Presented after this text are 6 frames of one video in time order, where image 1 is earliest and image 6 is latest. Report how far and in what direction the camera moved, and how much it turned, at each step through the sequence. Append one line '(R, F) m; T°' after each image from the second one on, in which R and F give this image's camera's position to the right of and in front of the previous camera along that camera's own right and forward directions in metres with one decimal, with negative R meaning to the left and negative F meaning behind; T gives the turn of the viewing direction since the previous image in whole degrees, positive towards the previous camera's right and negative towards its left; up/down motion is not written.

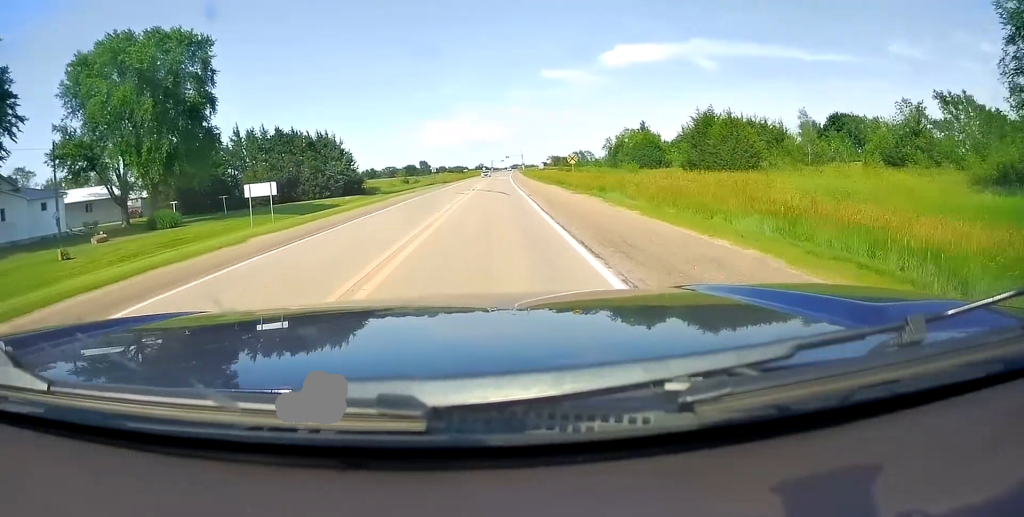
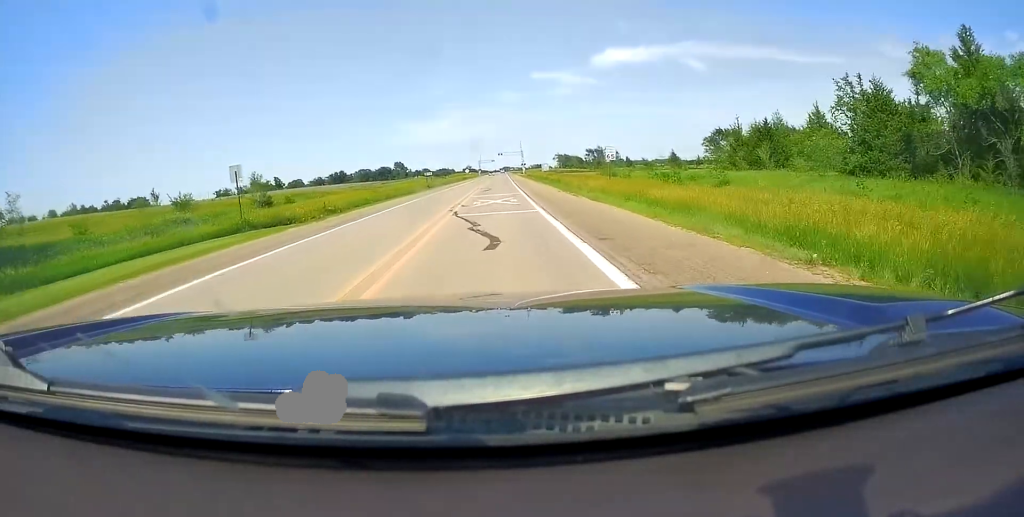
(+0.9, +74.1) m; +2°
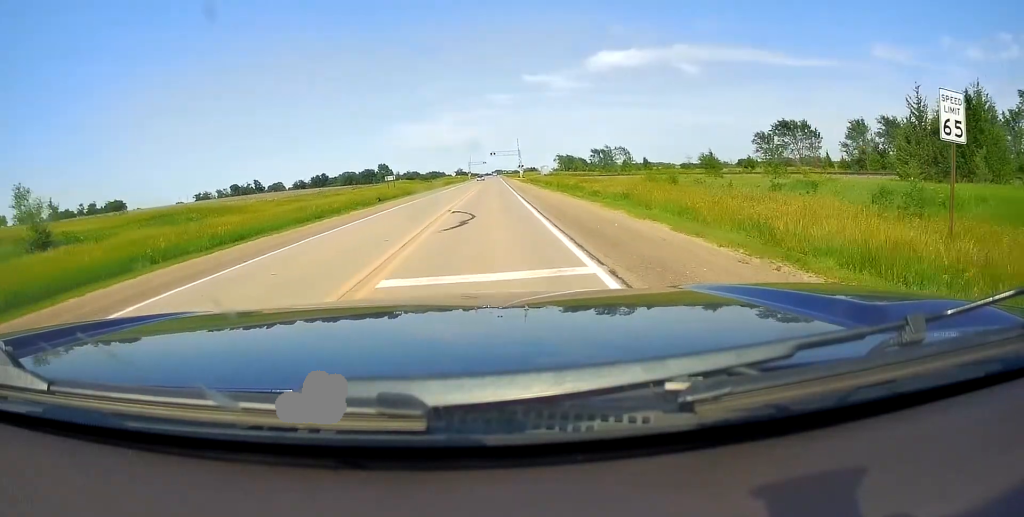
(0.0, +27.8) m; 0°
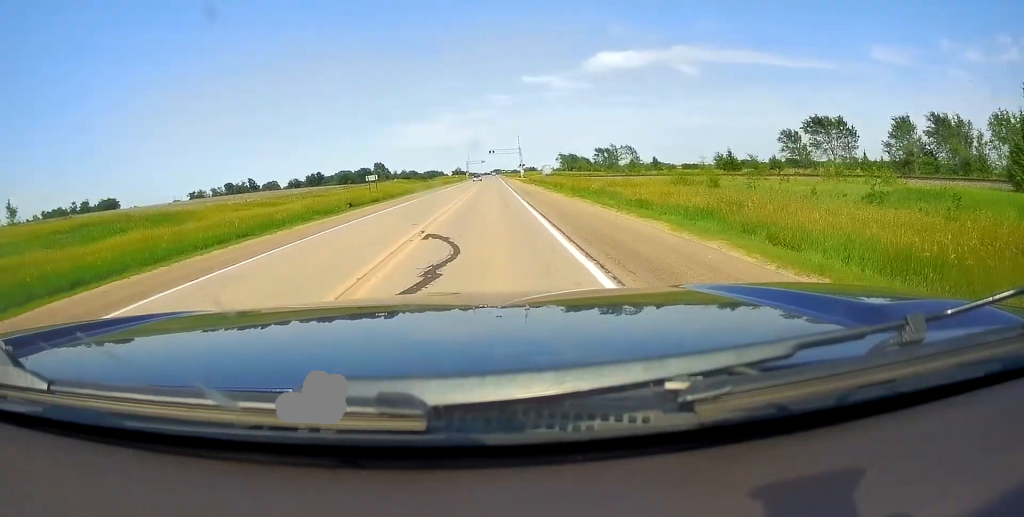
(0.0, +9.0) m; 0°
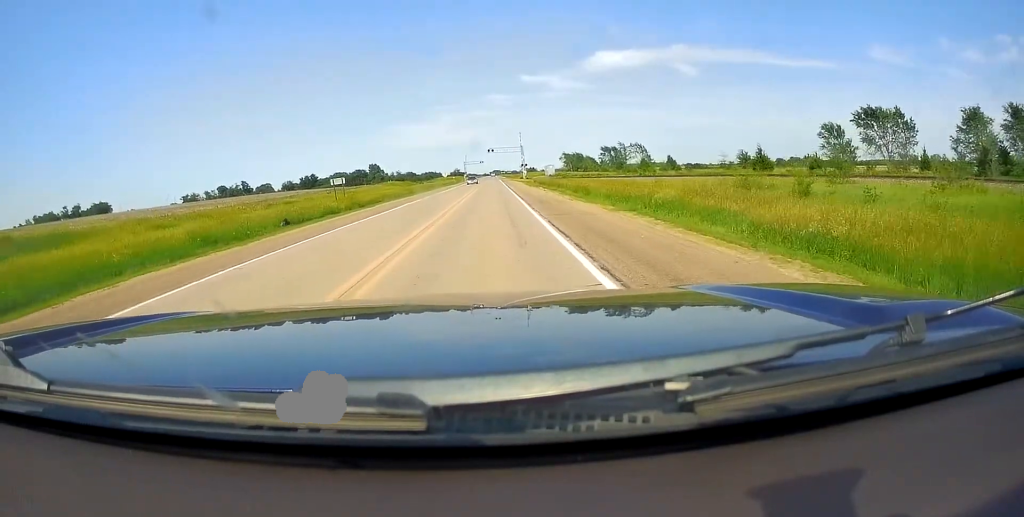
(0.0, +11.5) m; 0°
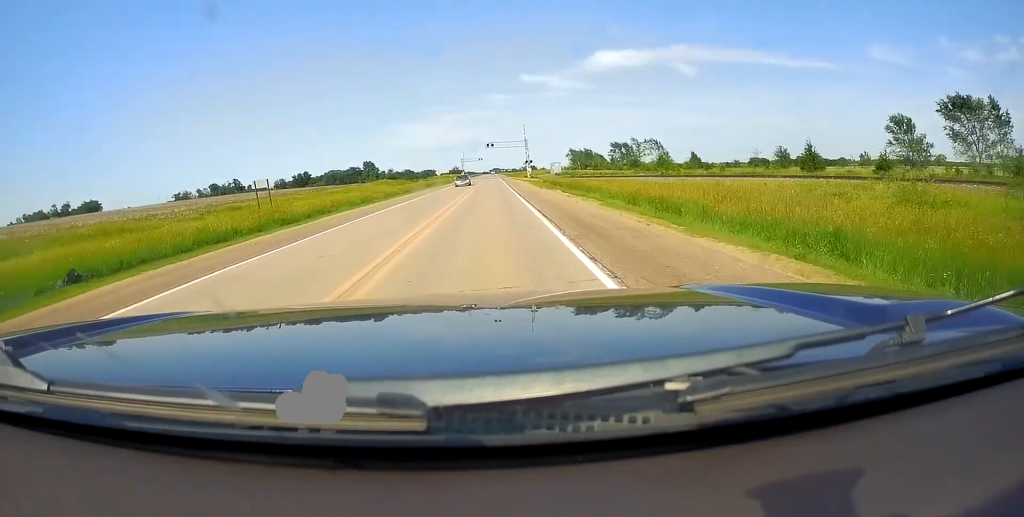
(0.0, +14.1) m; 0°
